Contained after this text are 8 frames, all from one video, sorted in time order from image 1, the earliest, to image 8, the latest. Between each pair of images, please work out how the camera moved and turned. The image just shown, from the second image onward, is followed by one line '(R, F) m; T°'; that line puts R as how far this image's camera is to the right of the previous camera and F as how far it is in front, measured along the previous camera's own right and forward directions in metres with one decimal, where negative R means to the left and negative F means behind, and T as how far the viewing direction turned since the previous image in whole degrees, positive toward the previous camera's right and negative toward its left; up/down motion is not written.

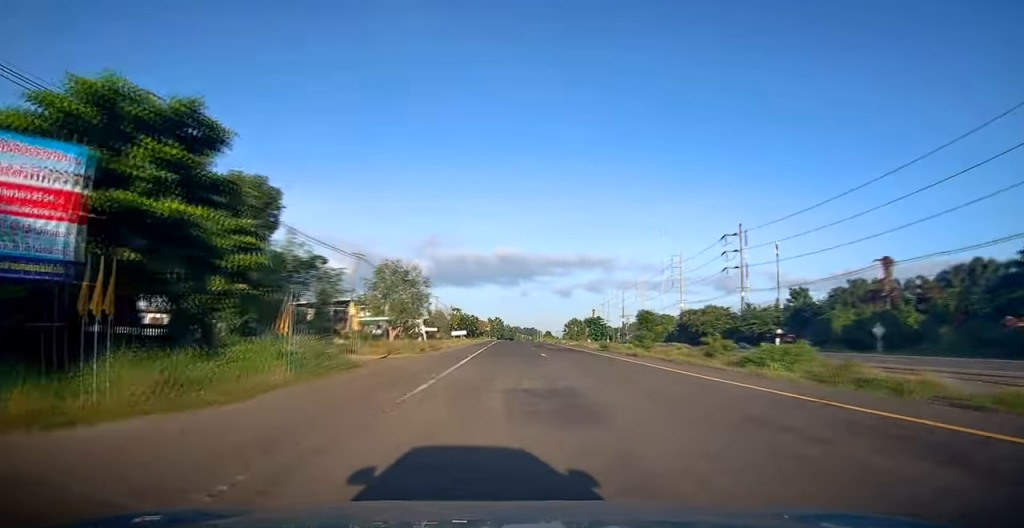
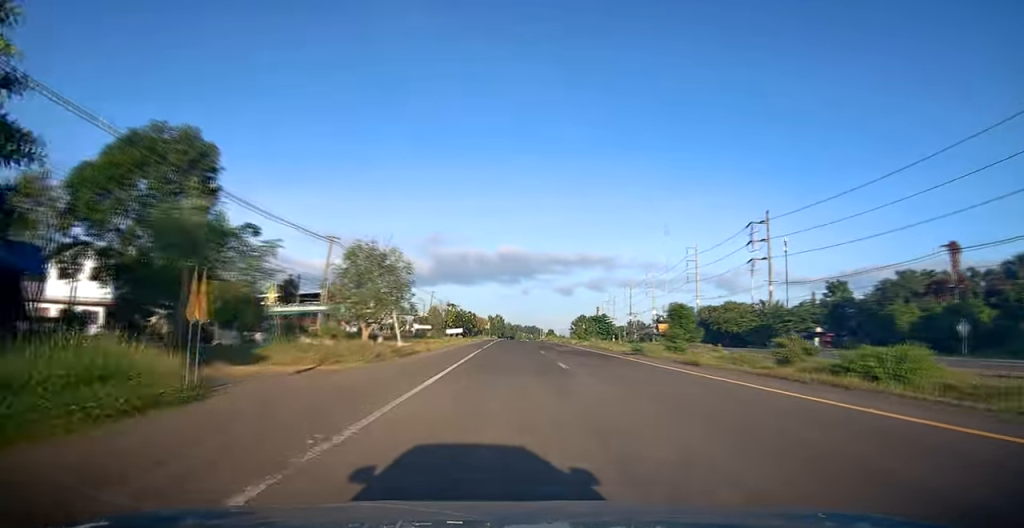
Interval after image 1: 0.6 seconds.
(+0.1, +9.9) m; 0°
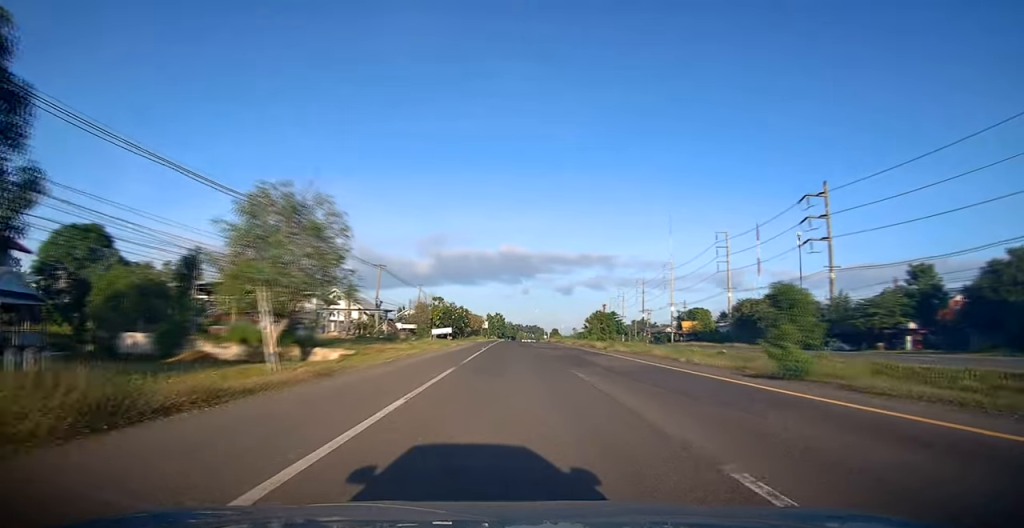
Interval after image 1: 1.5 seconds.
(0.0, +16.7) m; 0°
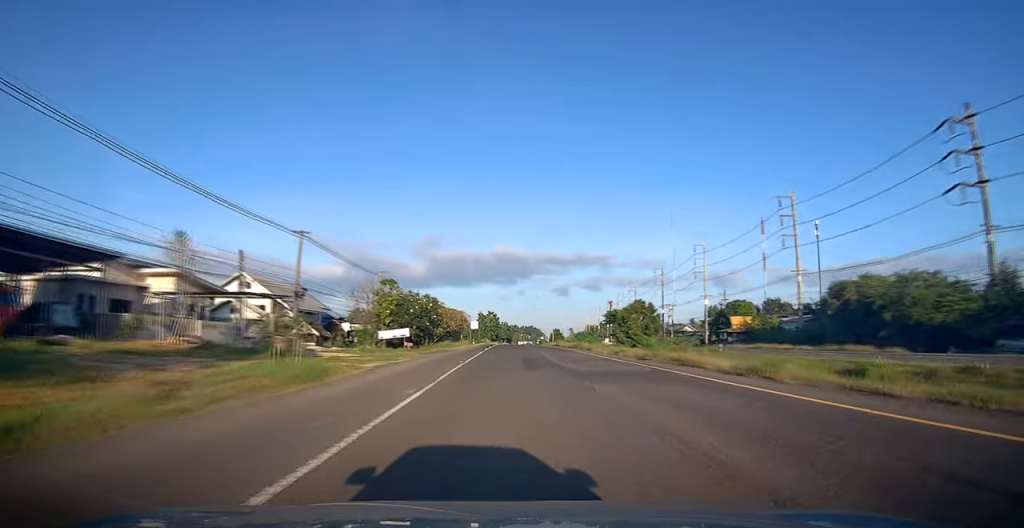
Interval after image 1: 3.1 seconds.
(-0.1, +26.5) m; 0°
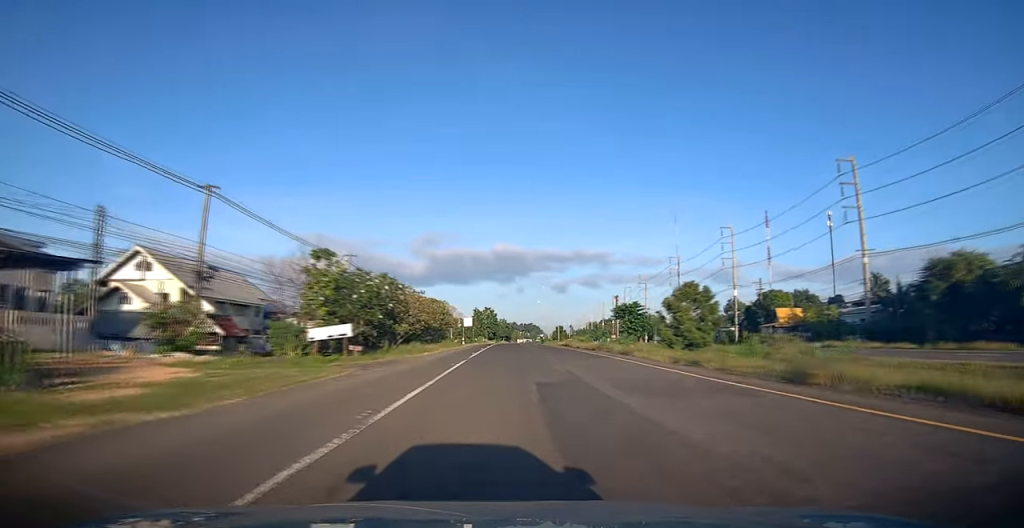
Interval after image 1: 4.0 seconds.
(0.0, +15.3) m; 0°
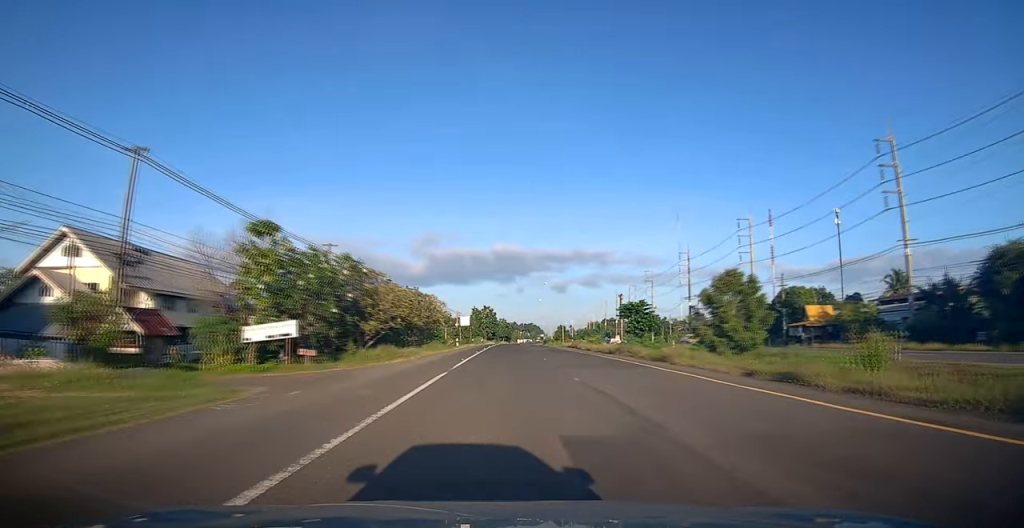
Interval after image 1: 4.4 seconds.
(0.0, +7.2) m; 0°
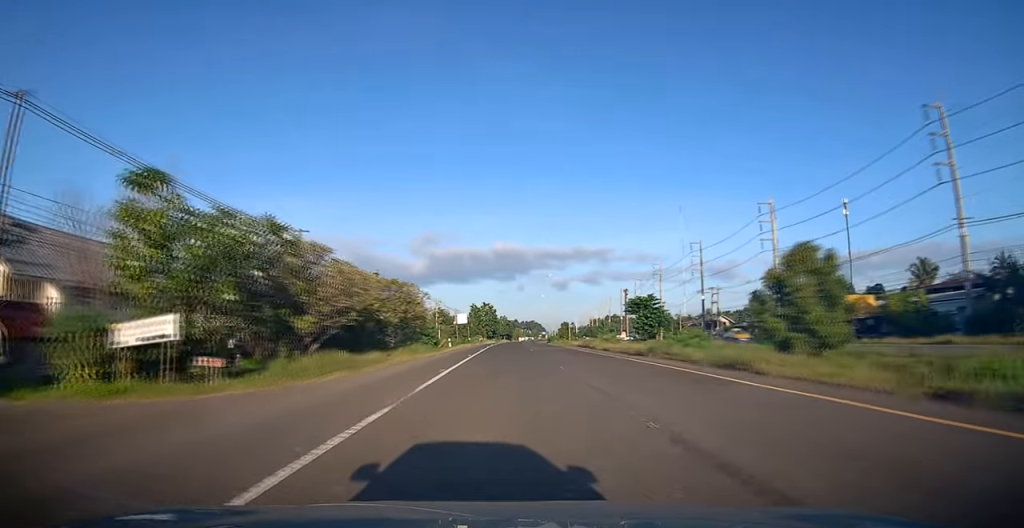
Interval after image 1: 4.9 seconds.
(-0.1, +7.9) m; 0°
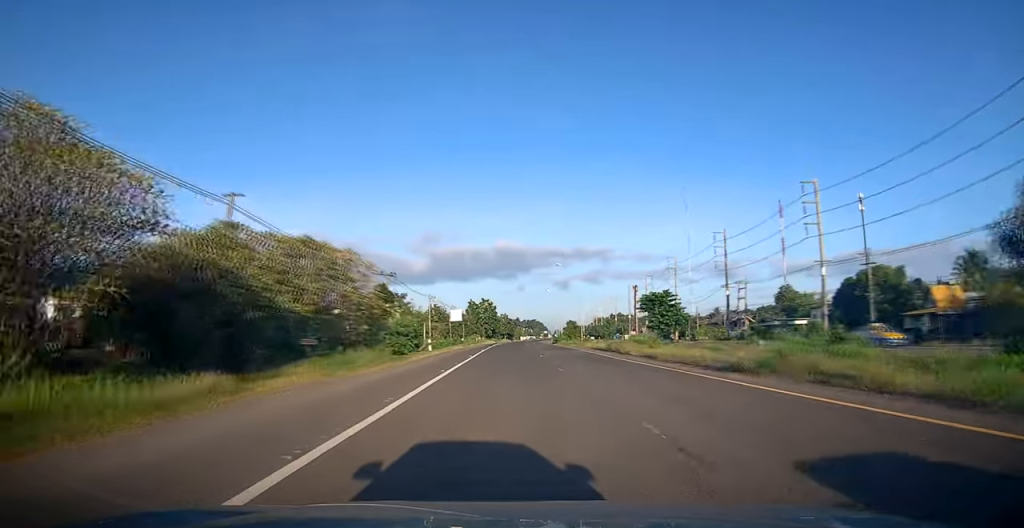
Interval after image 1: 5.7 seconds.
(+0.3, +12.2) m; 0°
